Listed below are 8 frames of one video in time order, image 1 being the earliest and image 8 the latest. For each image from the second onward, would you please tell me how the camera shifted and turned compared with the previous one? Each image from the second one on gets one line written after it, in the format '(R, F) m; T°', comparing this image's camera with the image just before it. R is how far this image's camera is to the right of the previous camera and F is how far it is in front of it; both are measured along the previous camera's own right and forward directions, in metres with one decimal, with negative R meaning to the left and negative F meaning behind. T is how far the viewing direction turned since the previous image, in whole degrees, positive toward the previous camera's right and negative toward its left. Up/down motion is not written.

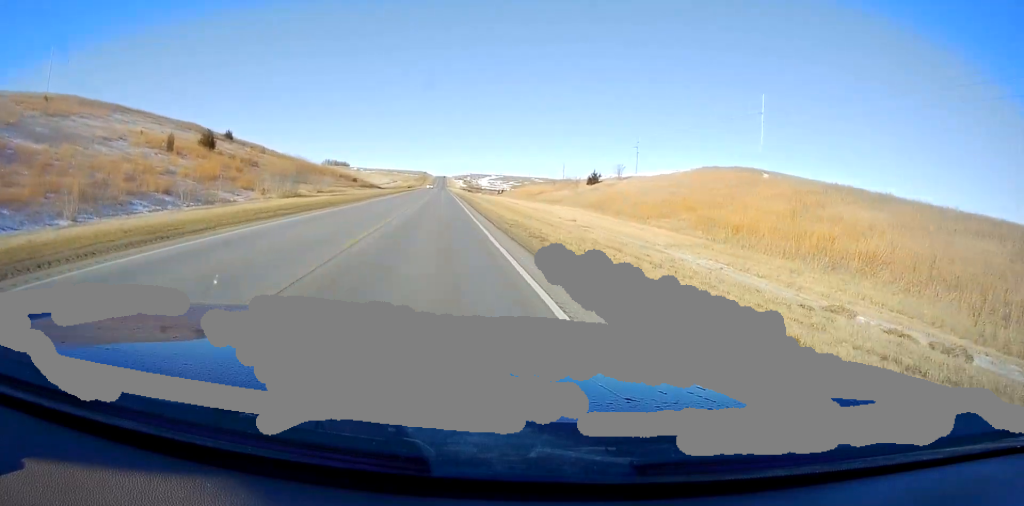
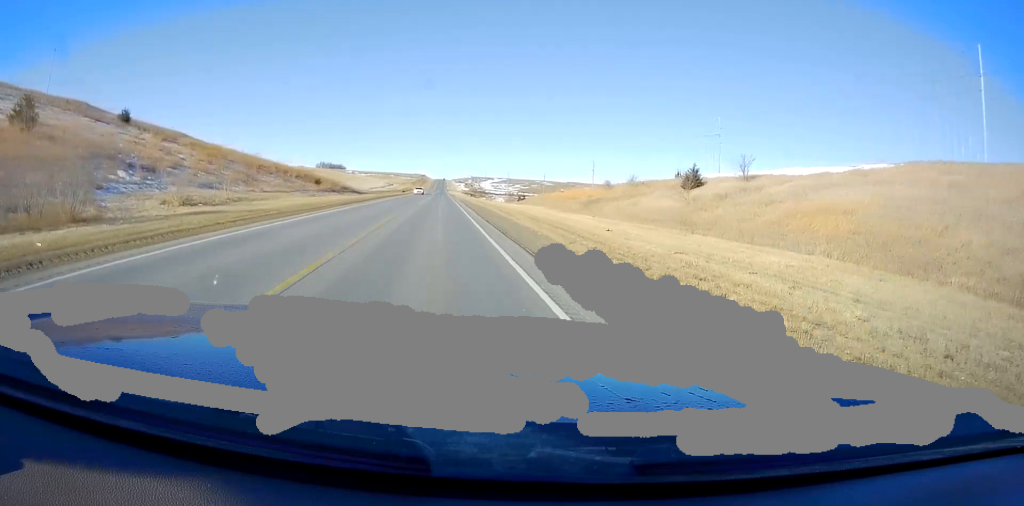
(0.0, +42.5) m; 0°
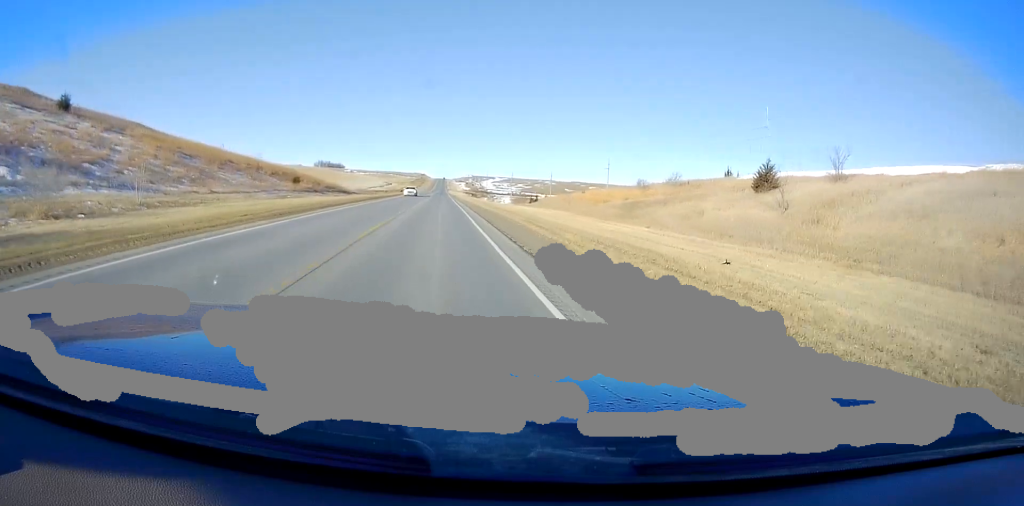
(0.0, +15.2) m; 0°
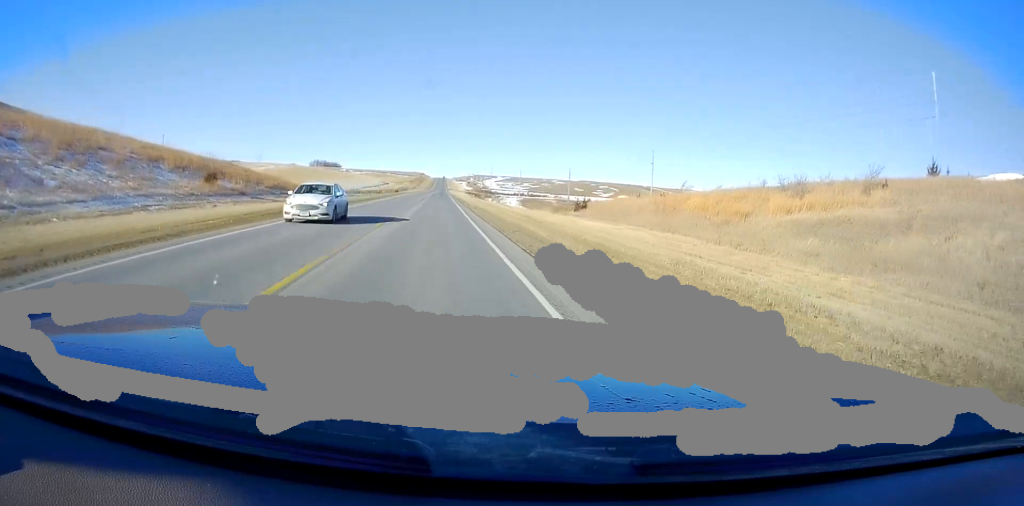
(0.0, +33.3) m; 0°
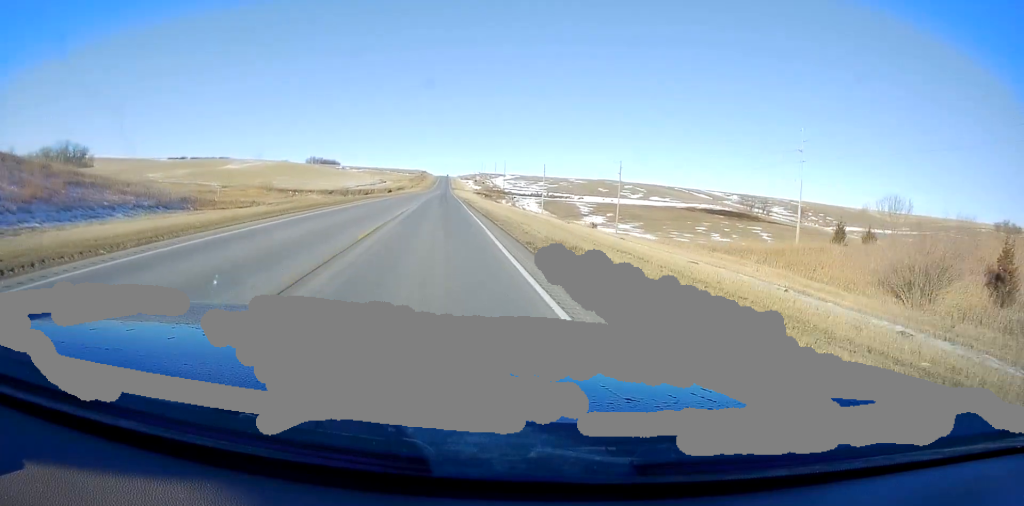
(-0.5, +53.5) m; -1°
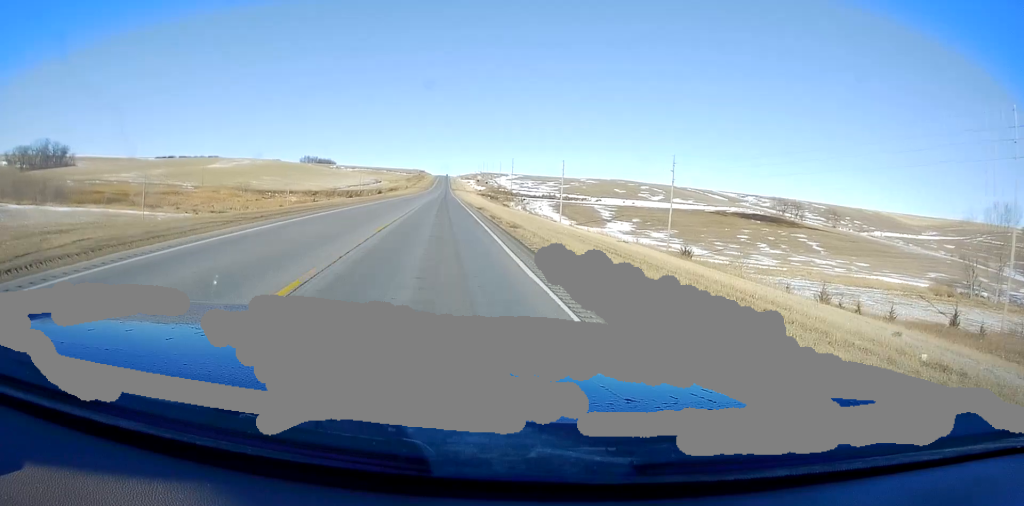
(0.0, +34.8) m; +1°
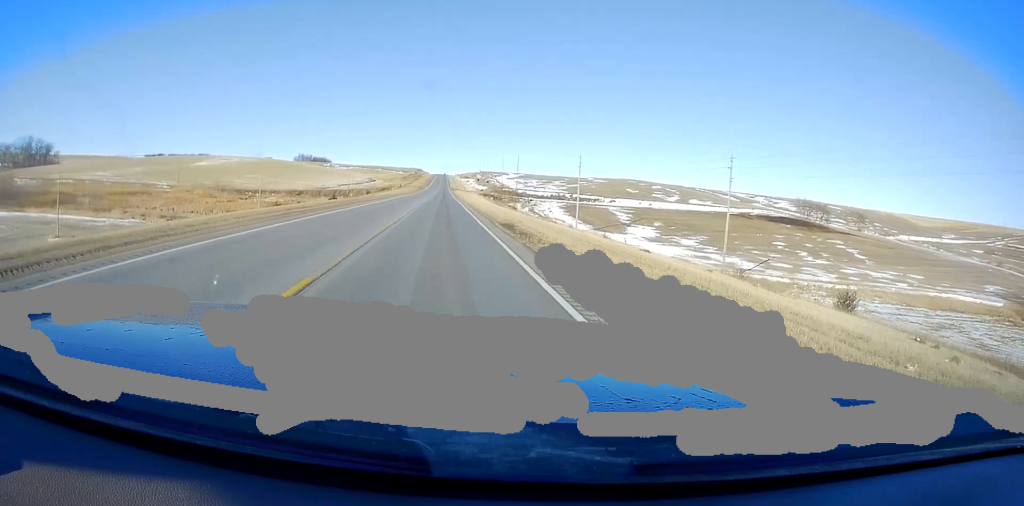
(+0.2, +24.4) m; 0°
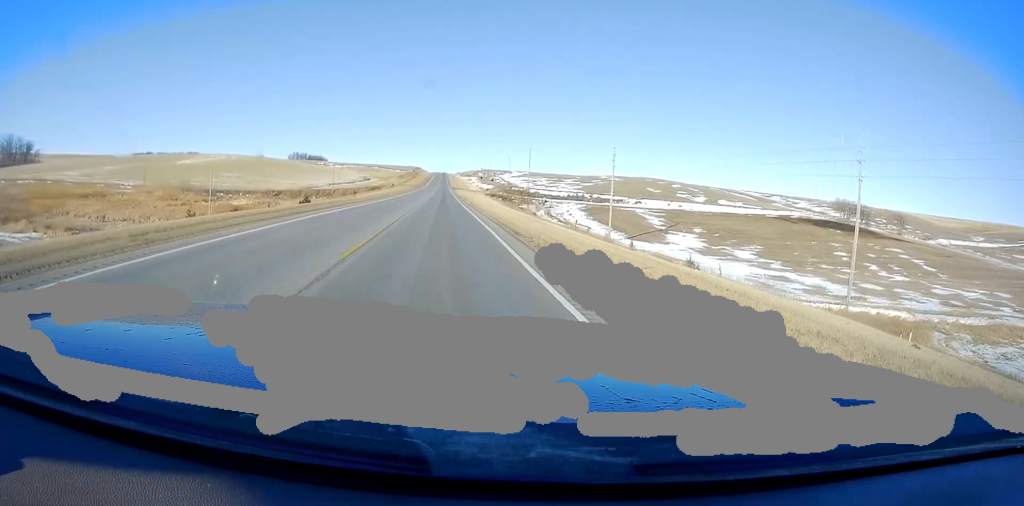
(0.0, +31.0) m; 0°
